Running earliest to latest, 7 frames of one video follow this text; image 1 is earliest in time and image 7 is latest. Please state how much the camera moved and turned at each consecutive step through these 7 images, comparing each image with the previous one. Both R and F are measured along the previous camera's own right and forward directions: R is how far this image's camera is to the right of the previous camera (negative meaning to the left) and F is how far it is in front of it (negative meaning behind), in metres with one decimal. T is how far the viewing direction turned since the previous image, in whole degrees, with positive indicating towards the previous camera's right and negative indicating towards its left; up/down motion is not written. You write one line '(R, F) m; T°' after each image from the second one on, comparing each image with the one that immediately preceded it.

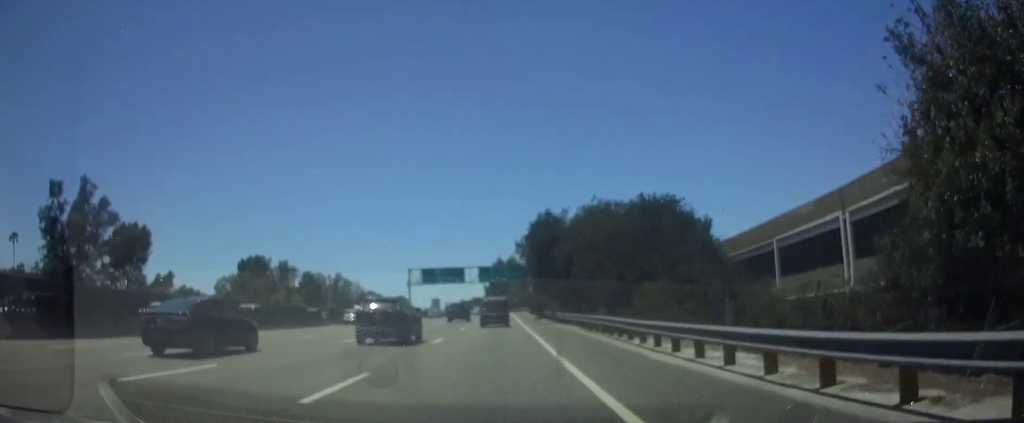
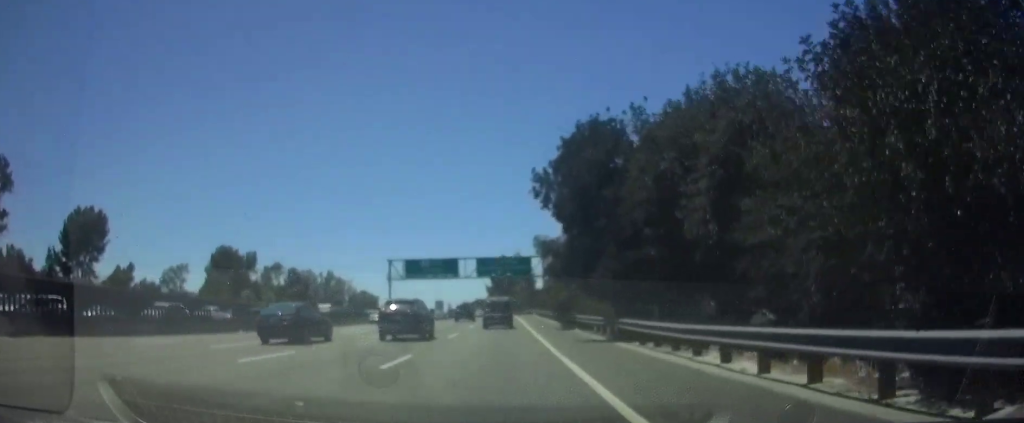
(-0.1, +24.1) m; 0°
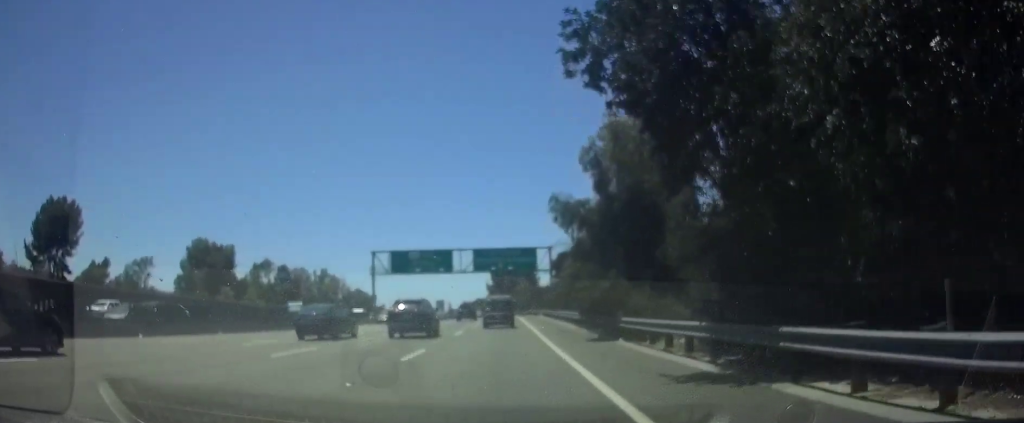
(+0.1, +12.4) m; 0°
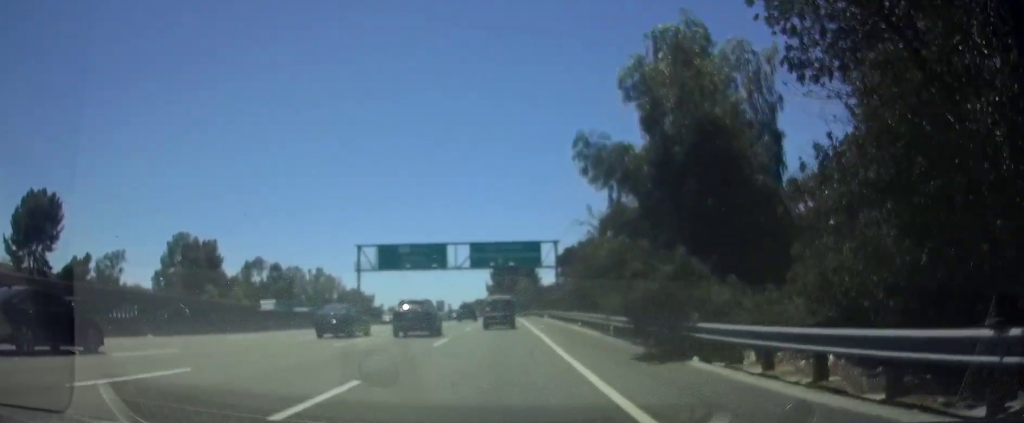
(+0.1, +8.3) m; 0°
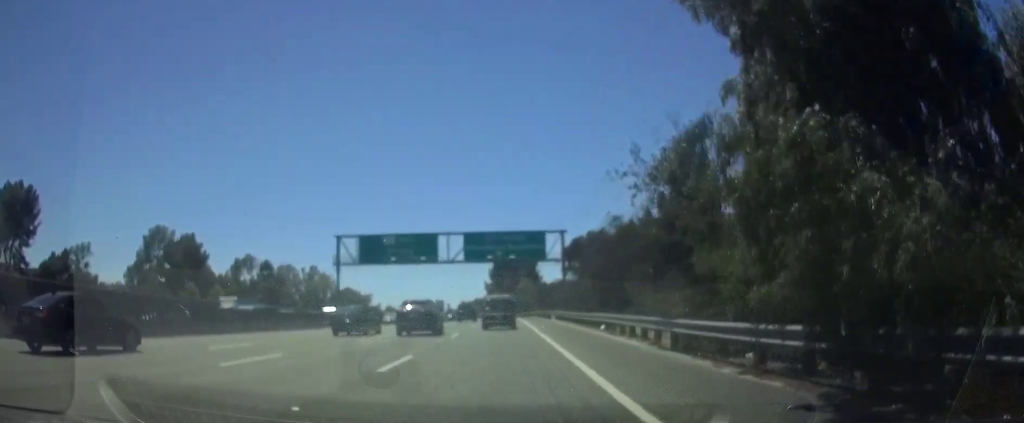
(-0.2, +8.9) m; 0°
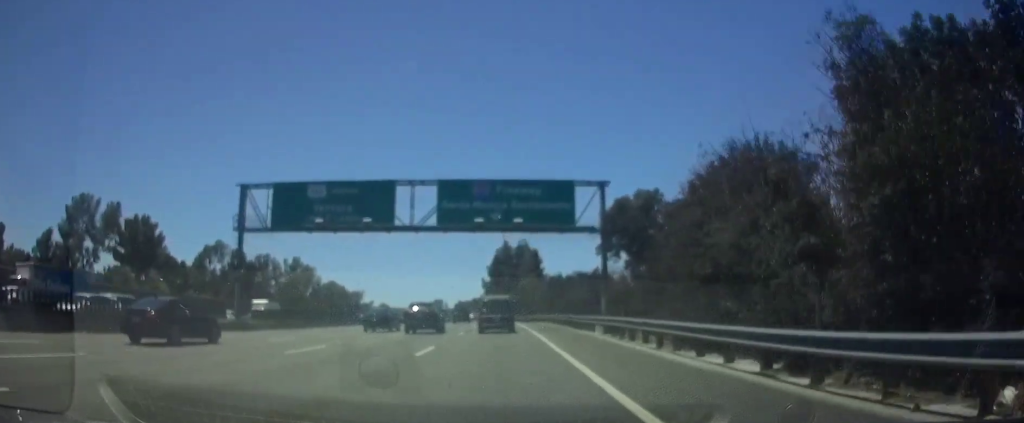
(0.0, +24.7) m; 0°
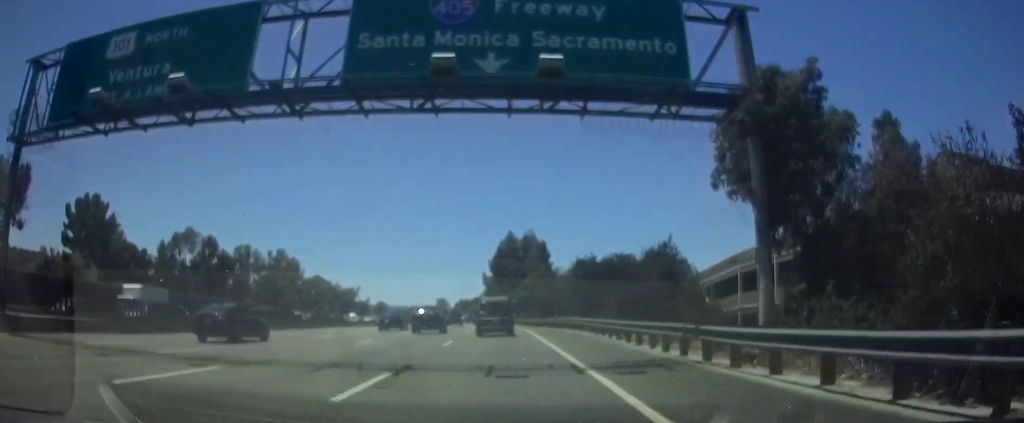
(-0.2, +22.9) m; 0°
